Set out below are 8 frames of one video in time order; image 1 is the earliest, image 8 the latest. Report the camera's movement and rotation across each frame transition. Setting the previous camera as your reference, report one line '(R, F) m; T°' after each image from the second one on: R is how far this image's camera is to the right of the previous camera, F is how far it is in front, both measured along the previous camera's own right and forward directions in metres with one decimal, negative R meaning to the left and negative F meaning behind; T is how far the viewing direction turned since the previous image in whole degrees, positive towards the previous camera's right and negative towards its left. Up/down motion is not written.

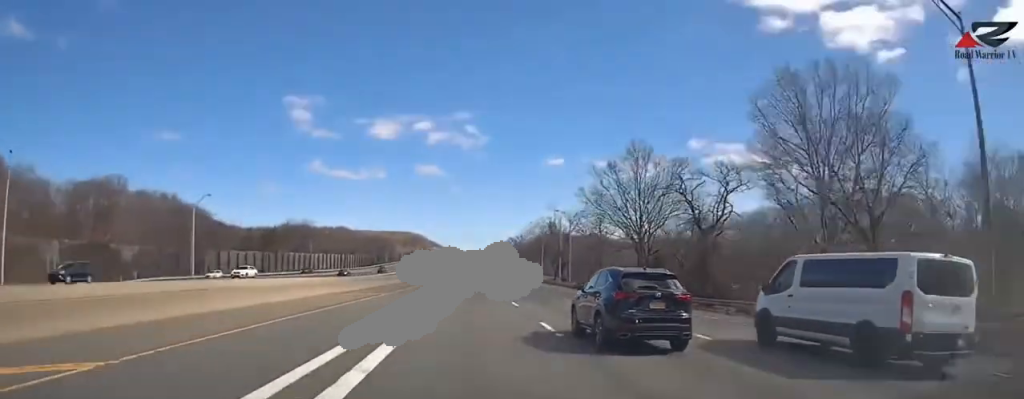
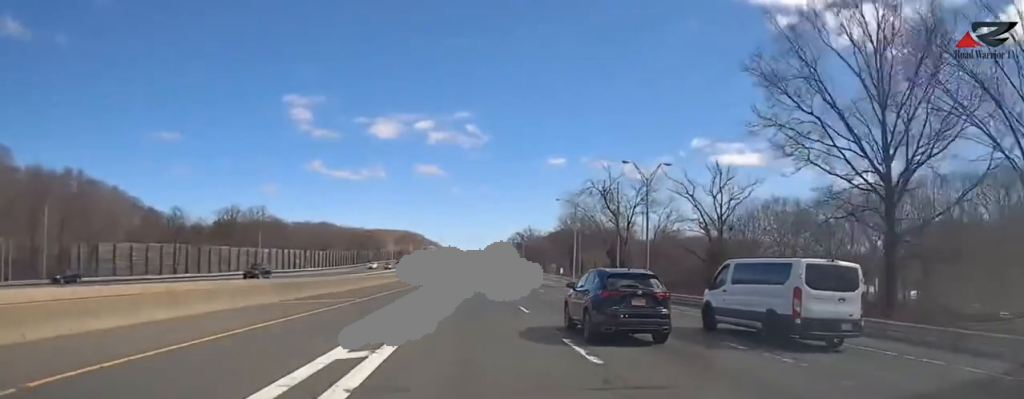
(-0.3, +36.7) m; 0°
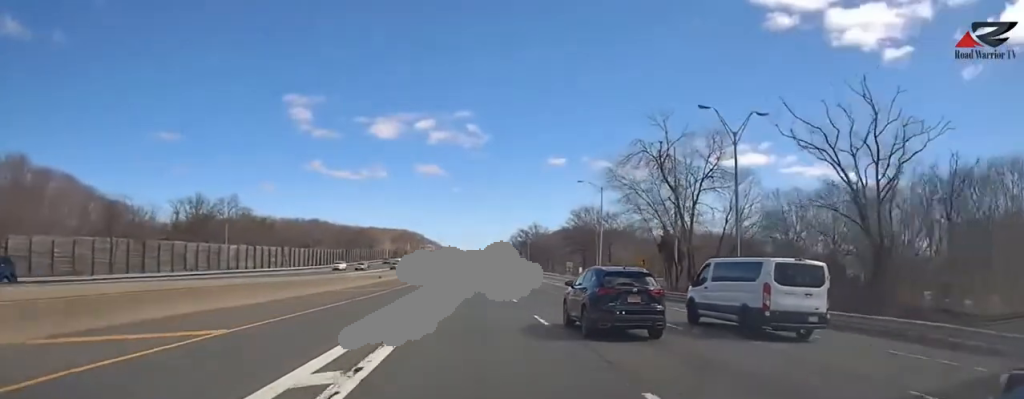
(+0.1, +14.7) m; 0°
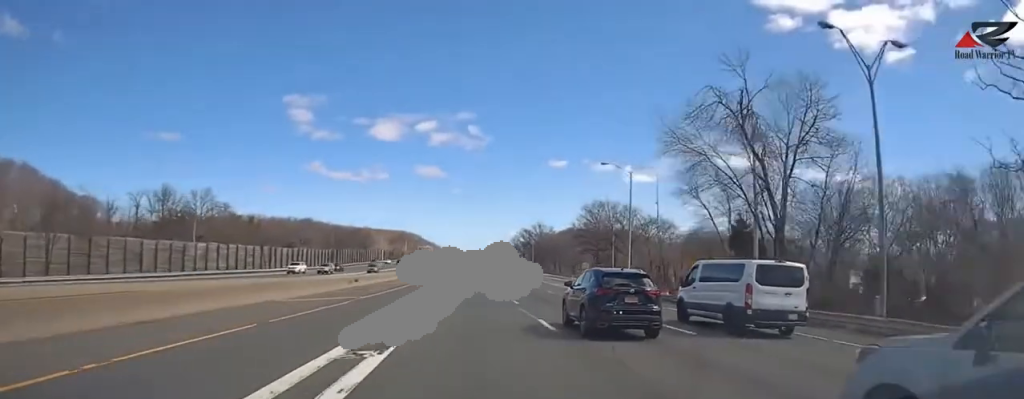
(0.0, +10.7) m; 0°
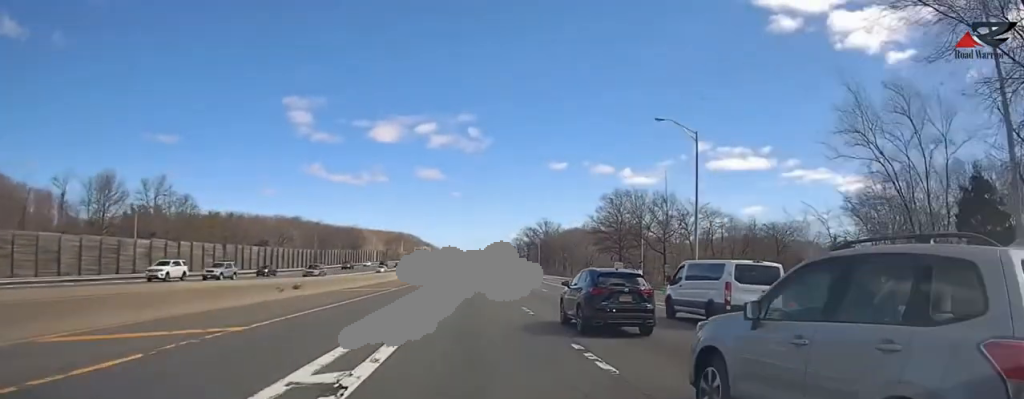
(0.0, +15.3) m; 0°
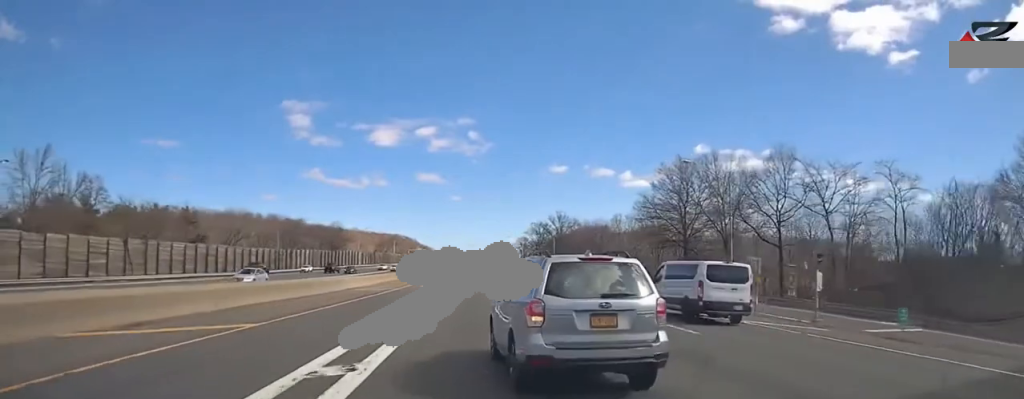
(+0.4, +62.9) m; 0°
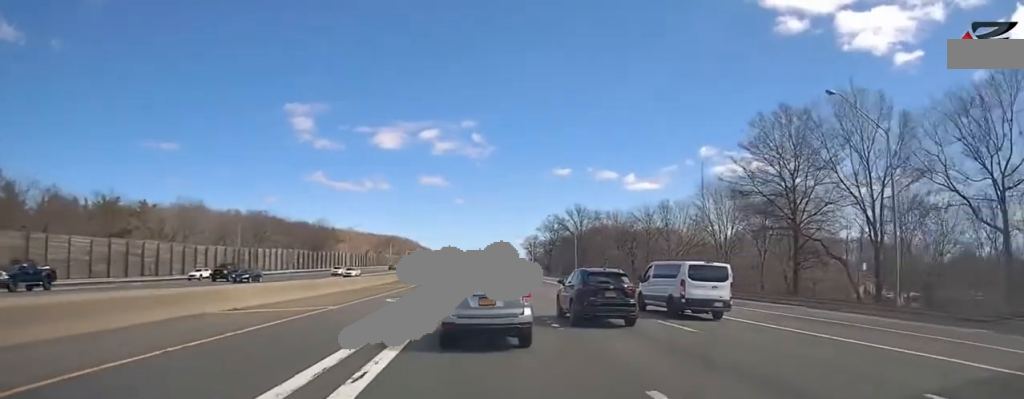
(-0.2, +22.7) m; -1°
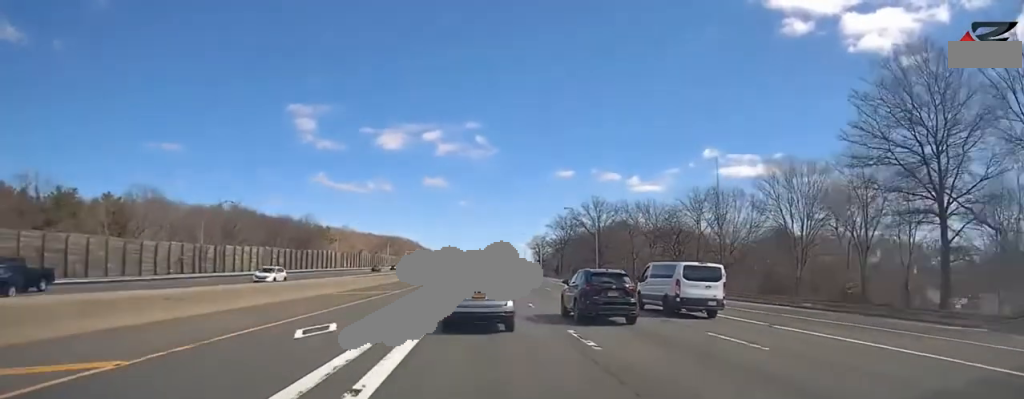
(-0.1, +15.6) m; 0°
